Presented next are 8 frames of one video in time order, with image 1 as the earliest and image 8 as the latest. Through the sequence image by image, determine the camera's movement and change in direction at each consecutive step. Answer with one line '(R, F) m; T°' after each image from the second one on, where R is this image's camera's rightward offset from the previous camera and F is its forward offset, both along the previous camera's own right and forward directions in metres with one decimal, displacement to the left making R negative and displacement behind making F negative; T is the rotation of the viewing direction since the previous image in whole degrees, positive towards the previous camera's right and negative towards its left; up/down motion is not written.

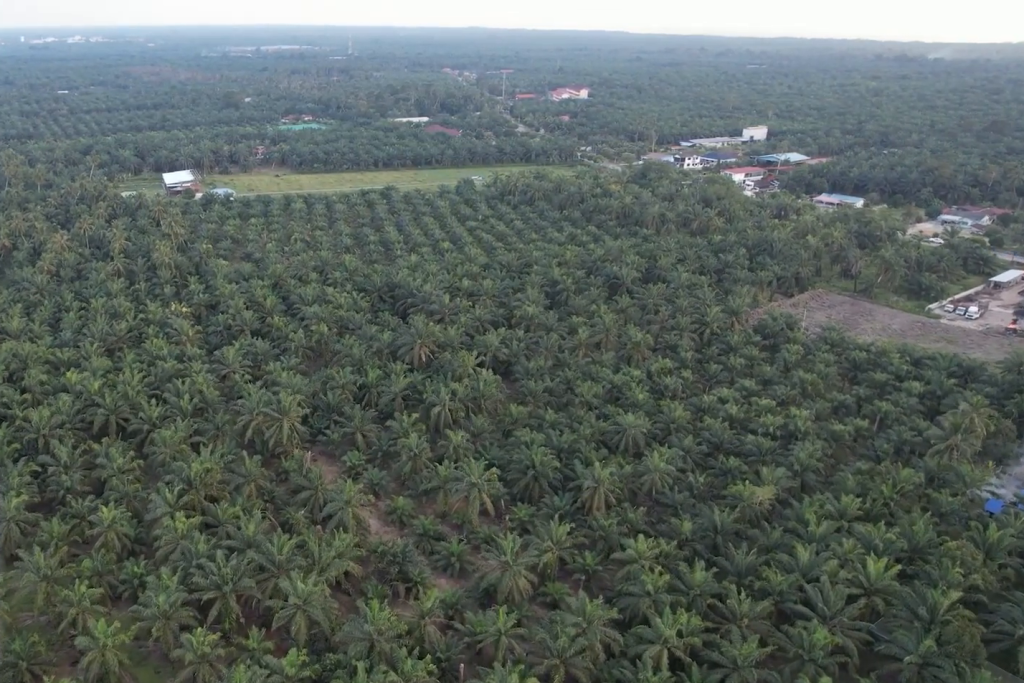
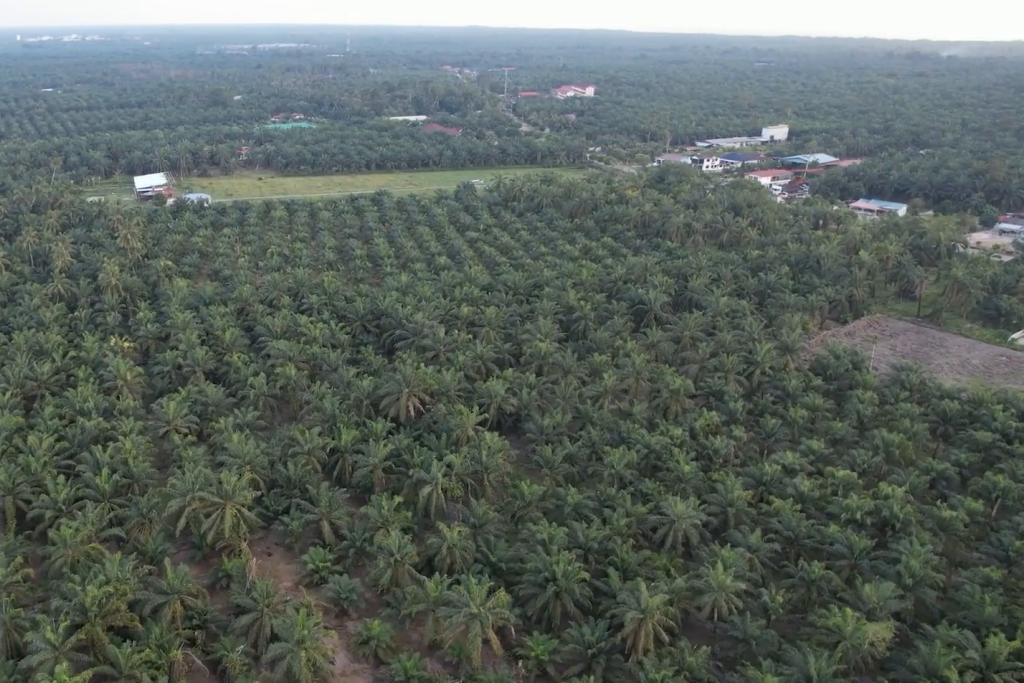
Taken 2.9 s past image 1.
(0.0, +41.3) m; 0°
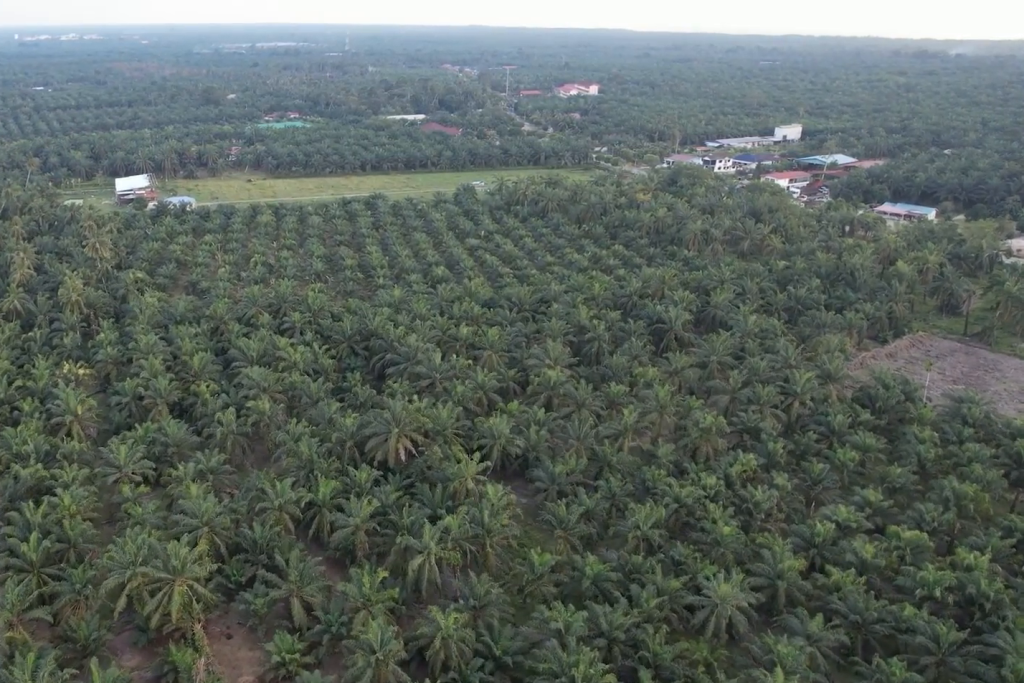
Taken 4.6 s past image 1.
(0.0, +23.6) m; 0°
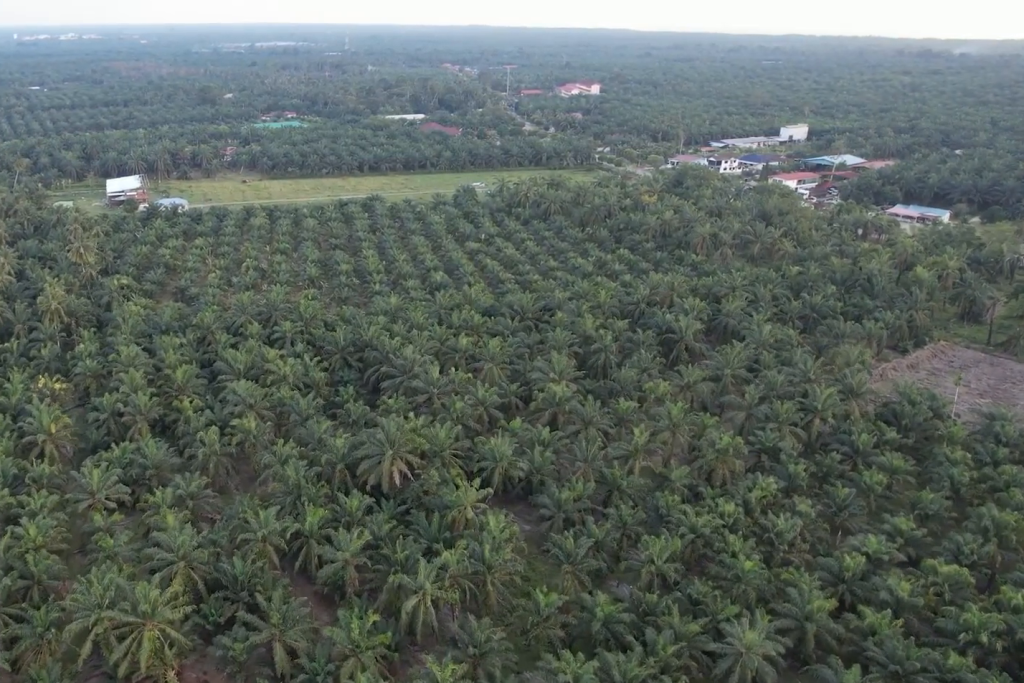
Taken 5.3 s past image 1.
(0.0, +10.6) m; 0°
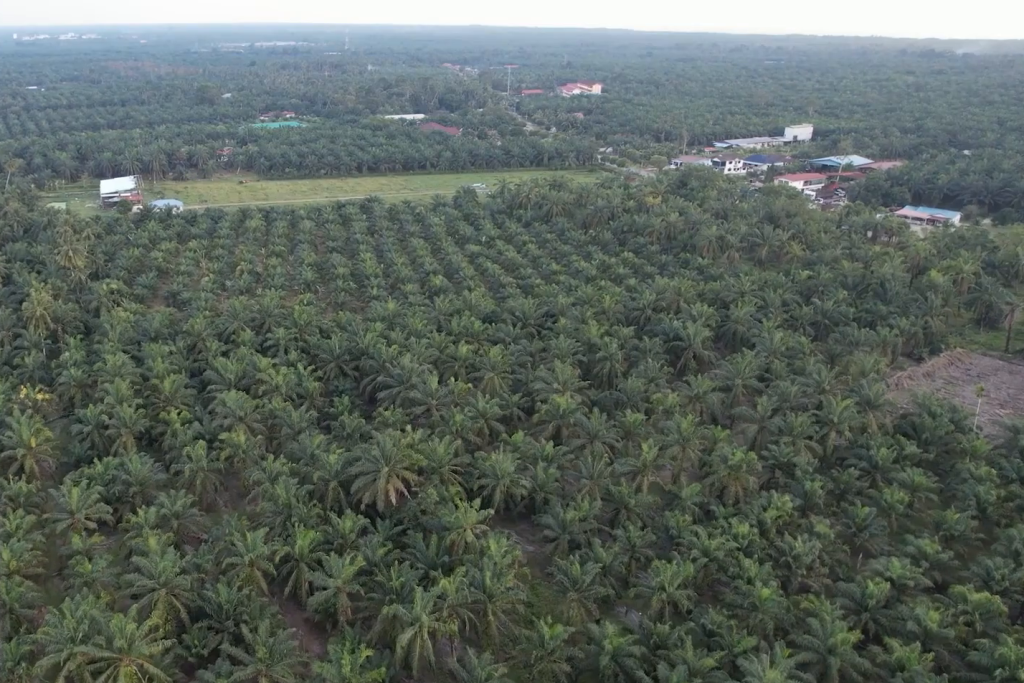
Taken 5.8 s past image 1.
(0.0, +7.1) m; 0°
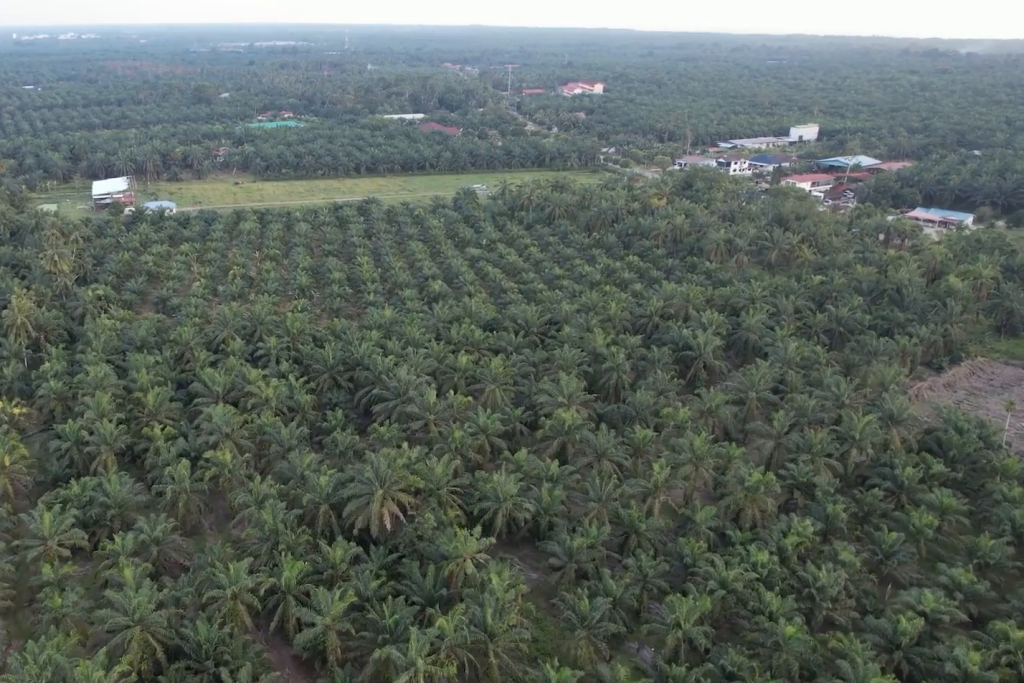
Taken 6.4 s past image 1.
(0.0, +8.2) m; 0°
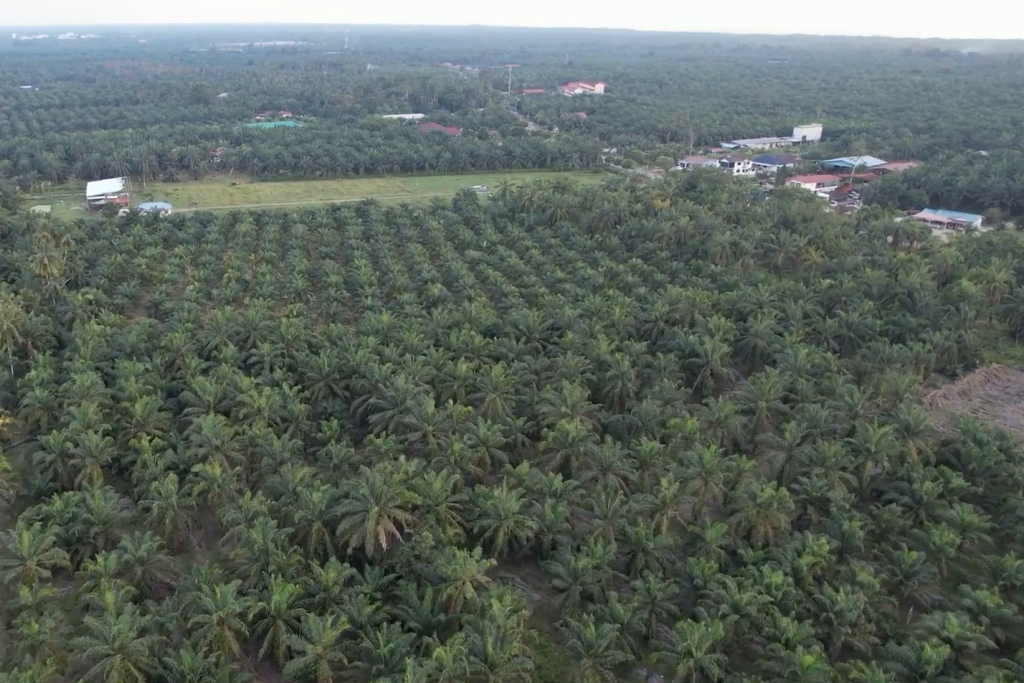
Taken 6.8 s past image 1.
(0.0, +5.9) m; 0°
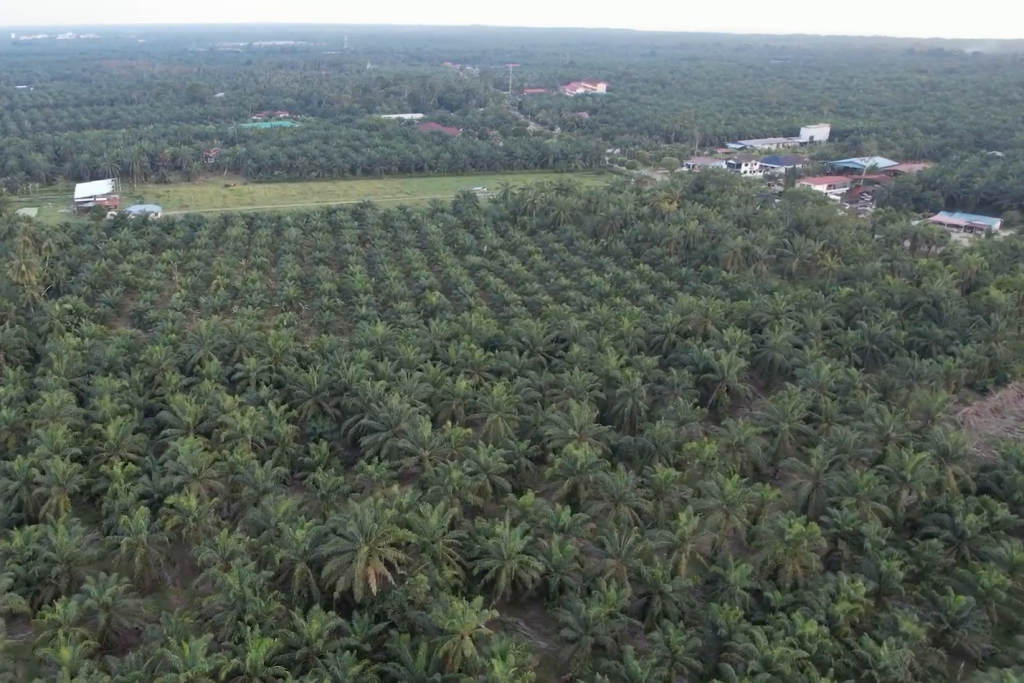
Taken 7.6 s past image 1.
(0.0, +11.1) m; 0°
